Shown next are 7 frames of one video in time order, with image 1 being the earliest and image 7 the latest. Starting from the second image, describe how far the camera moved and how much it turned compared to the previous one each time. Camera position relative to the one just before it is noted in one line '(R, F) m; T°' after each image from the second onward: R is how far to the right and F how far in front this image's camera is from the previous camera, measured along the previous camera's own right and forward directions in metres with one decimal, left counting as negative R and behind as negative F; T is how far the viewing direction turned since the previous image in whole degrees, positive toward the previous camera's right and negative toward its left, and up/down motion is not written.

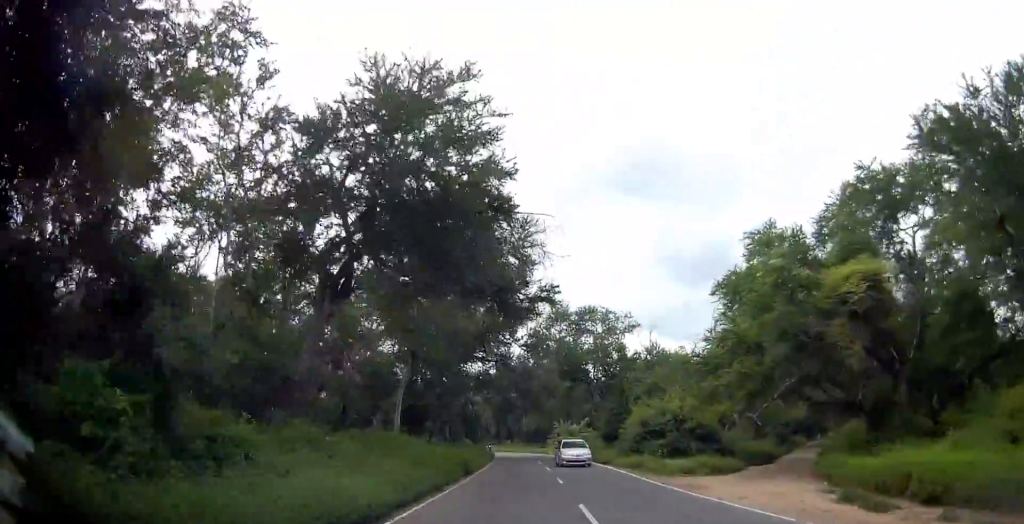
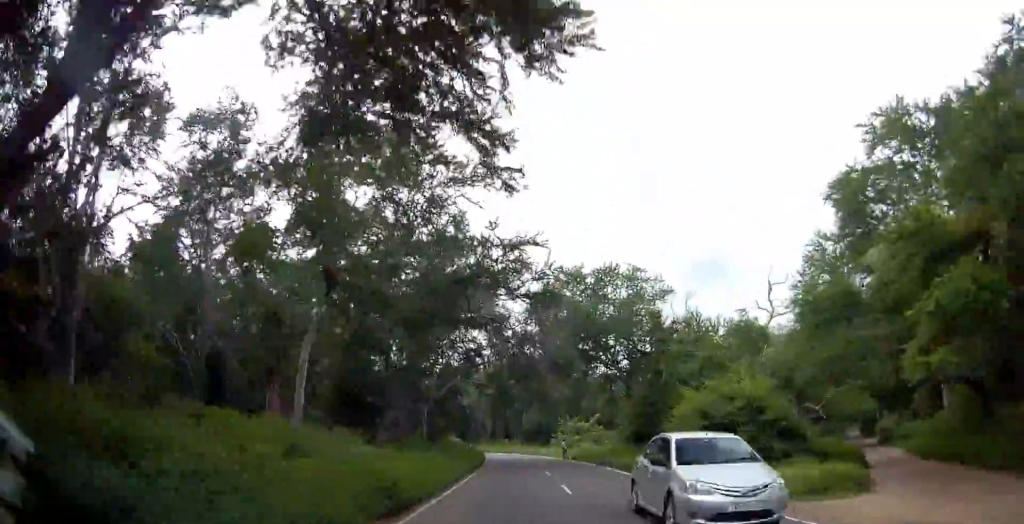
(-0.1, +12.3) m; 0°
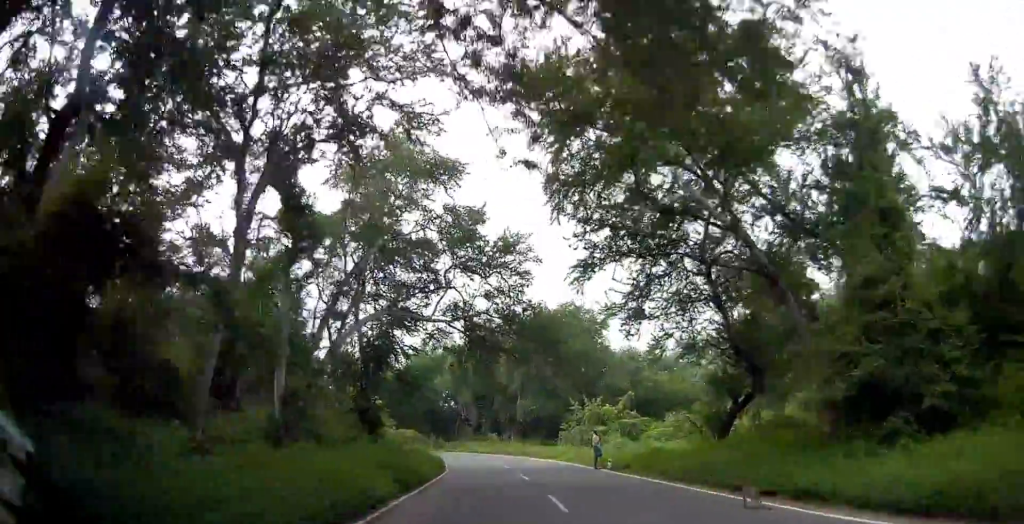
(+0.1, +23.7) m; 0°
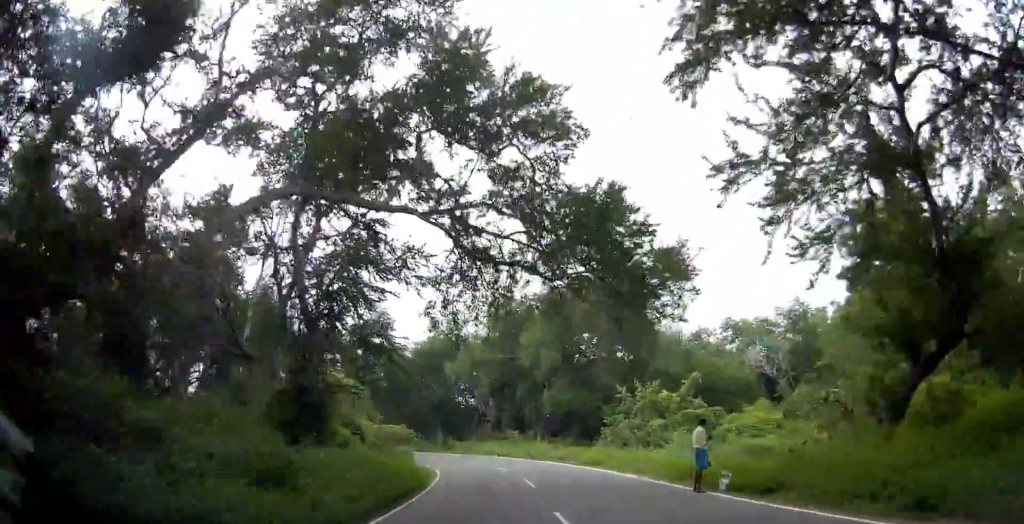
(-0.2, +11.7) m; -2°
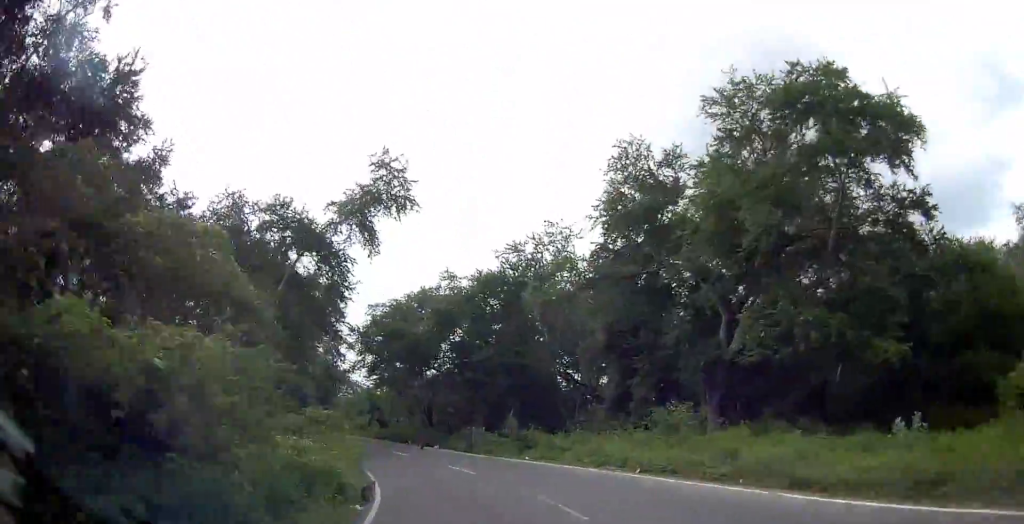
(-2.4, +26.0) m; -14°
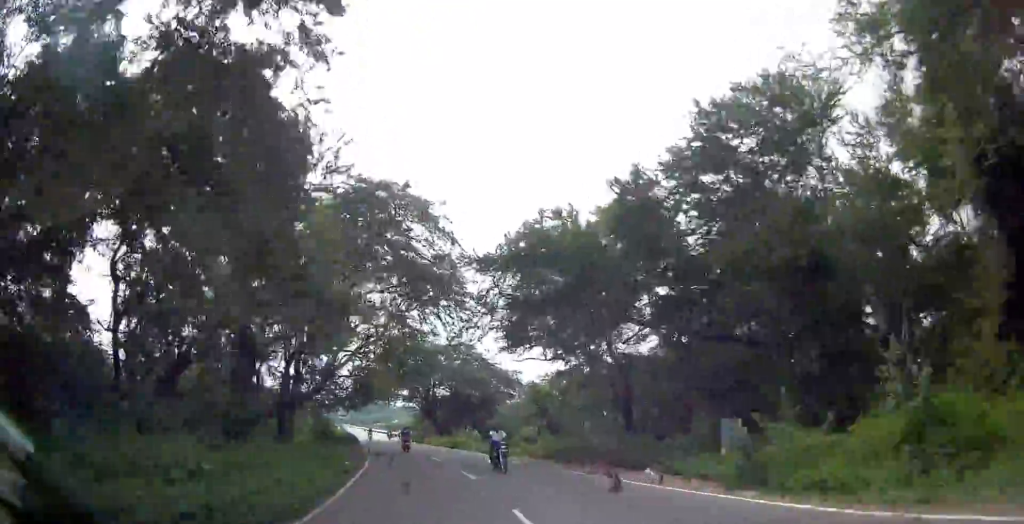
(-3.0, +19.8) m; -17°
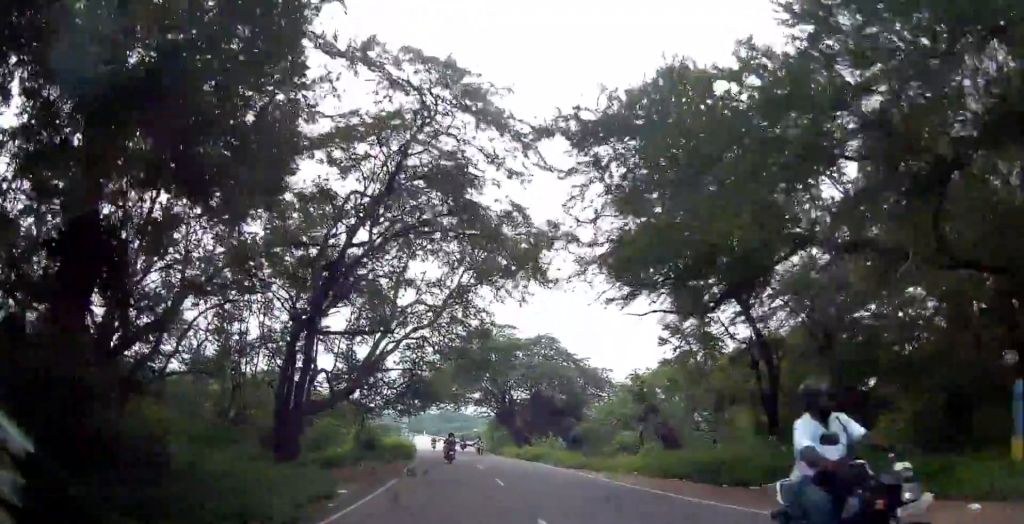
(-0.8, +9.5) m; -6°
